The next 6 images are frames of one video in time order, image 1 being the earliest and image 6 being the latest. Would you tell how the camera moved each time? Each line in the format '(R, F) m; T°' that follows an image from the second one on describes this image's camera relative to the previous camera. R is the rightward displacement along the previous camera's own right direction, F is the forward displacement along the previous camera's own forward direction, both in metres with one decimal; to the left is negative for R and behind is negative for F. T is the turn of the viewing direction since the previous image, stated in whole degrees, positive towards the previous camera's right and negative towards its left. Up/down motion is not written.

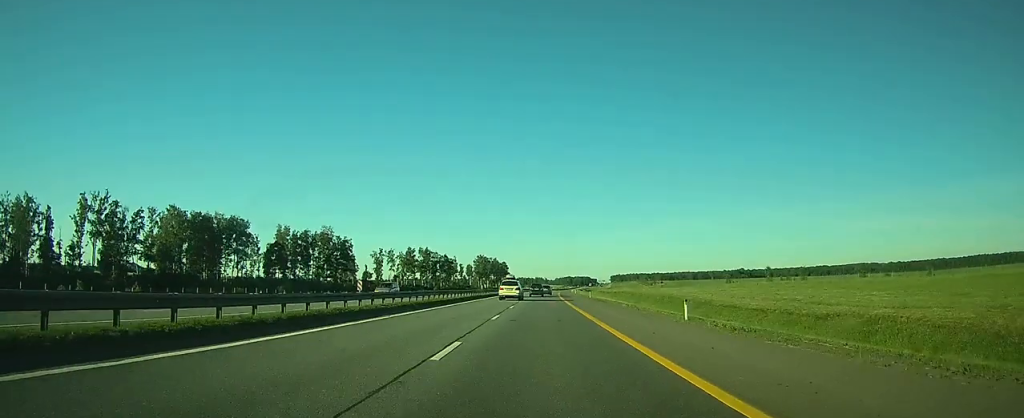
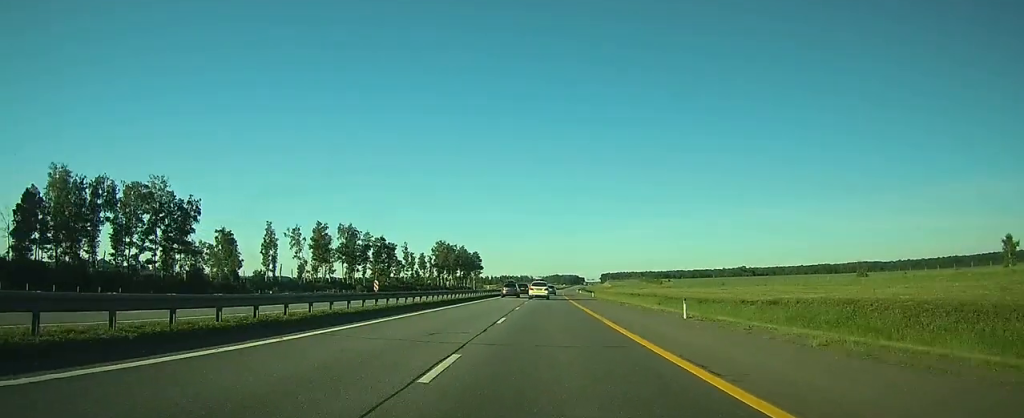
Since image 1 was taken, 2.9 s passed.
(+1.1, +97.3) m; +1°
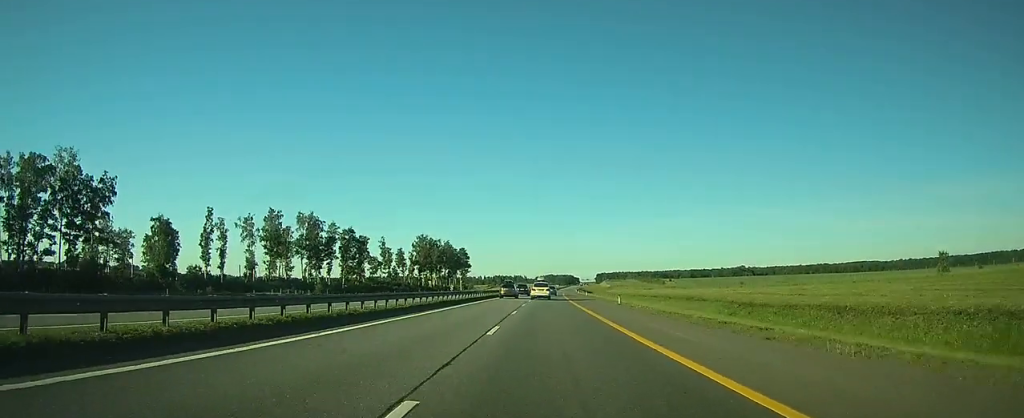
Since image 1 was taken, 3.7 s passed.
(+0.1, +27.9) m; +1°
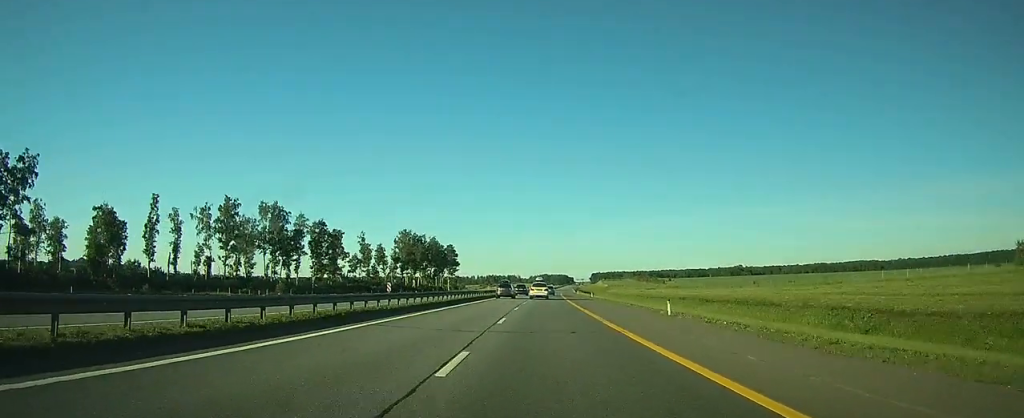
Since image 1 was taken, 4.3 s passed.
(+0.2, +18.9) m; +1°
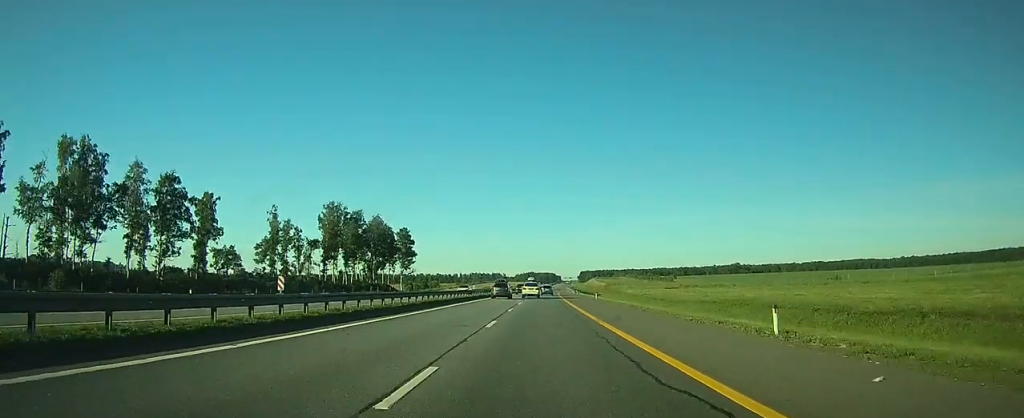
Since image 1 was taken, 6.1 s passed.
(+0.8, +61.3) m; +1°
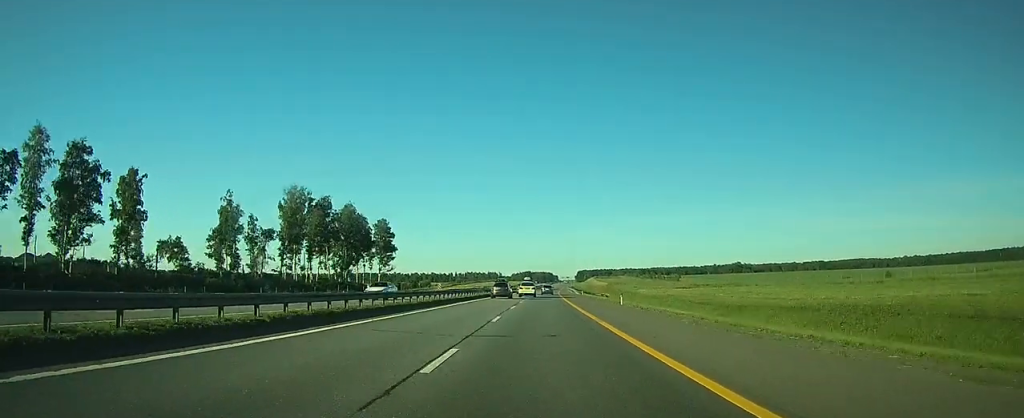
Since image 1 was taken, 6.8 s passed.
(0.0, +21.2) m; 0°
